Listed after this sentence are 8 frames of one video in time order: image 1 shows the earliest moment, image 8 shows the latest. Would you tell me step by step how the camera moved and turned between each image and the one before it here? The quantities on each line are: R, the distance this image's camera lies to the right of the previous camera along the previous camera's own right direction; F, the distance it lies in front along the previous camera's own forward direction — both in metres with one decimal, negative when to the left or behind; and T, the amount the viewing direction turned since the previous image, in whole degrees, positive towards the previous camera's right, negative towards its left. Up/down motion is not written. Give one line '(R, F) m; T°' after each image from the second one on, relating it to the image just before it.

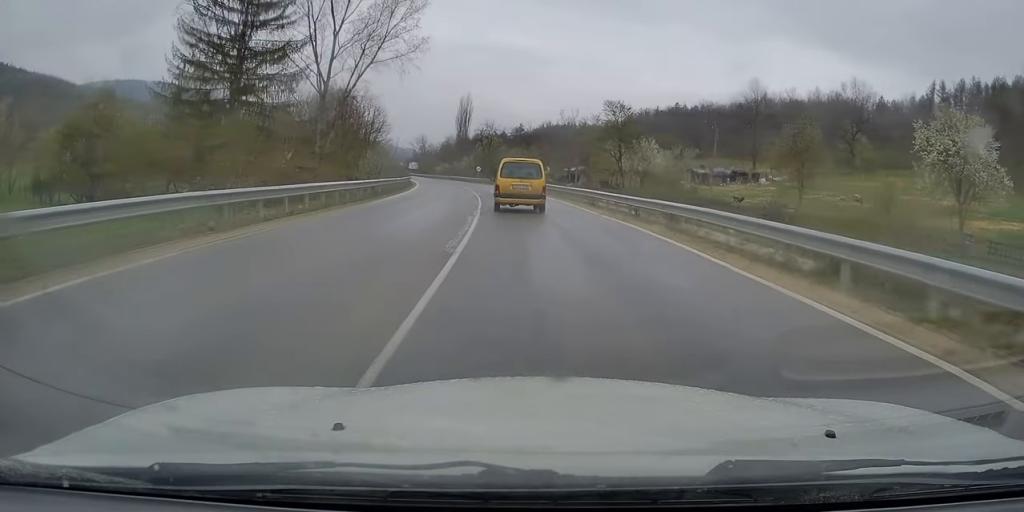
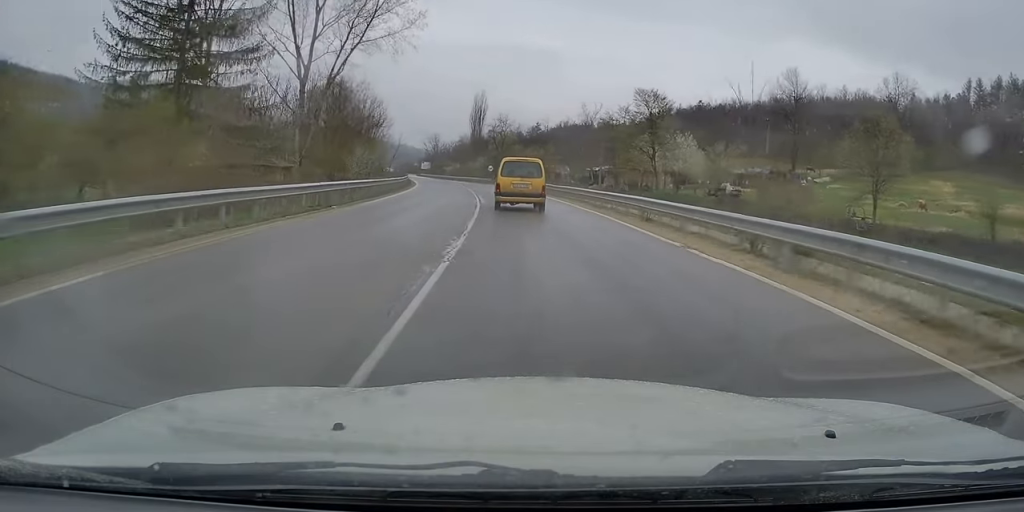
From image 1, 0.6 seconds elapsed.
(+0.1, +10.0) m; -2°
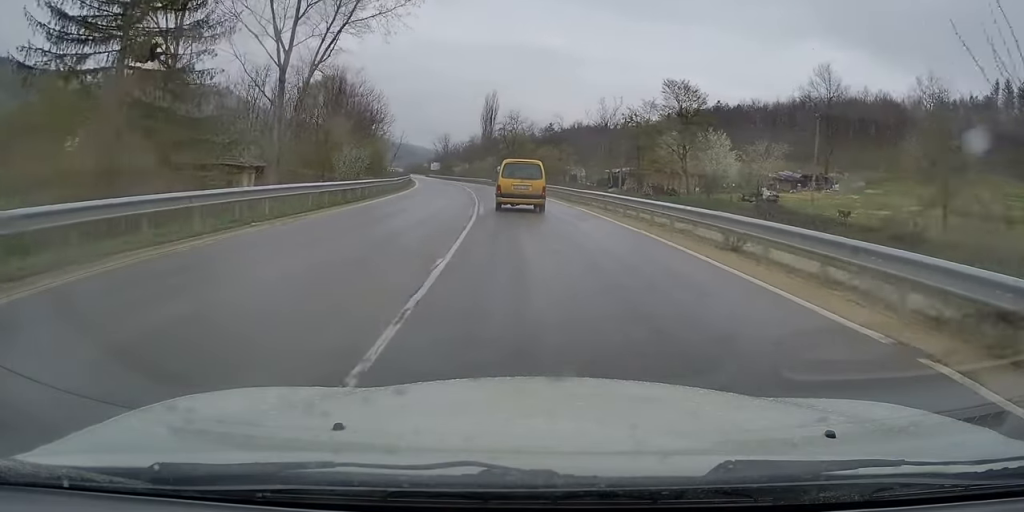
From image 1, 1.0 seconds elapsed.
(-0.3, +7.2) m; -1°
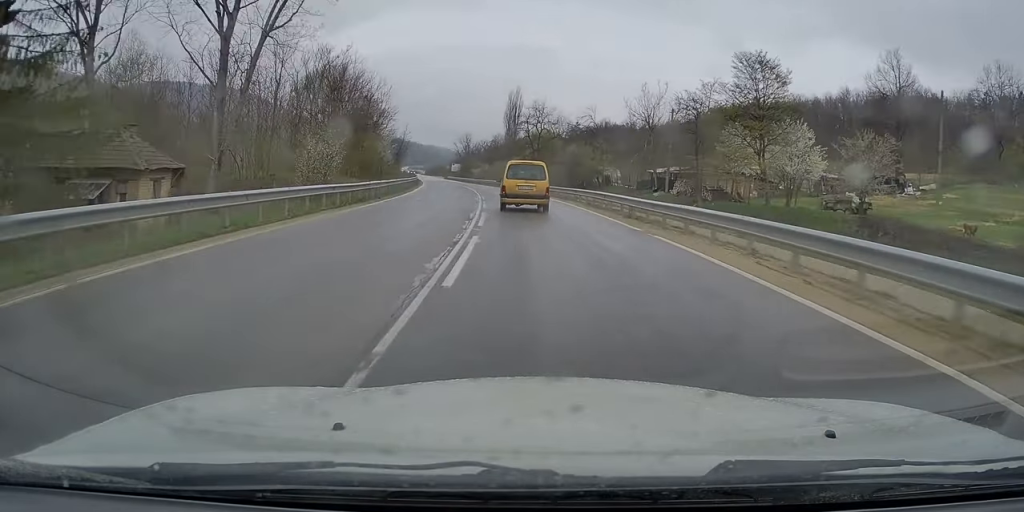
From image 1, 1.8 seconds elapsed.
(-0.4, +12.7) m; -2°
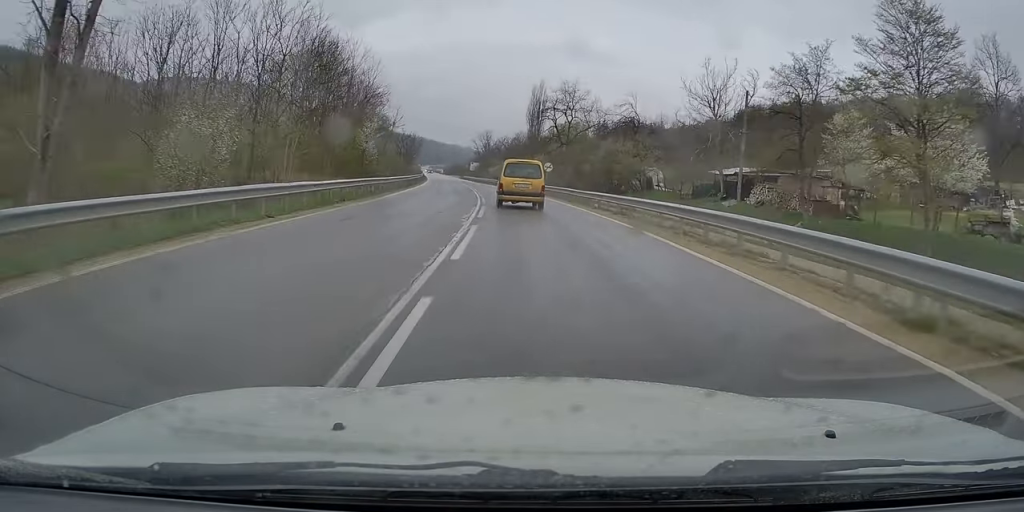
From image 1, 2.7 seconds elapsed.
(-0.1, +15.5) m; 0°
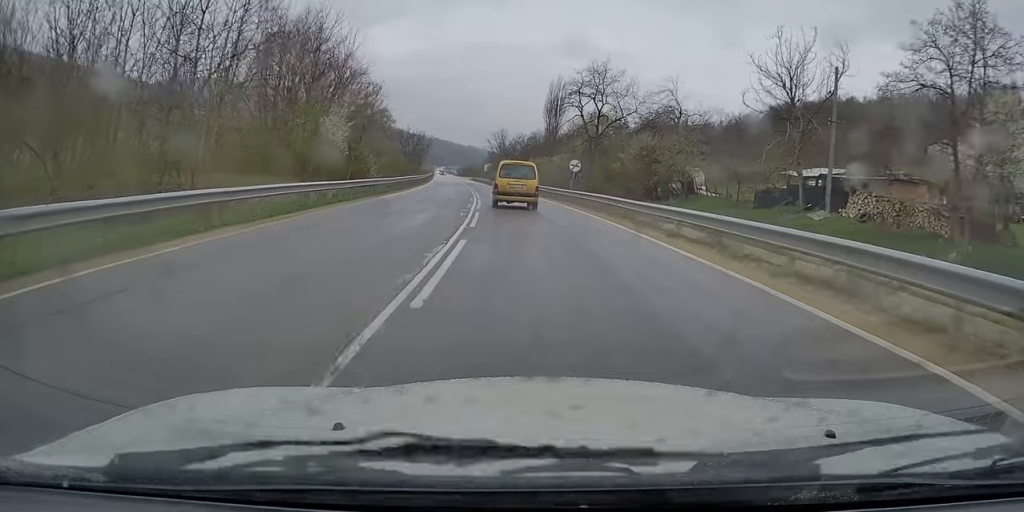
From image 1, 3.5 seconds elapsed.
(+0.1, +12.3) m; -2°
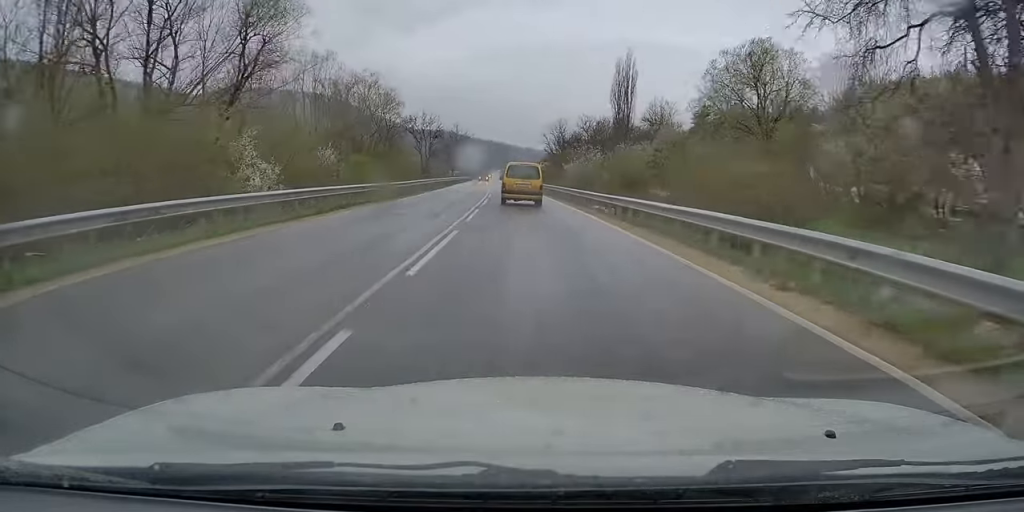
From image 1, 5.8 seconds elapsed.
(-2.3, +39.3) m; -4°
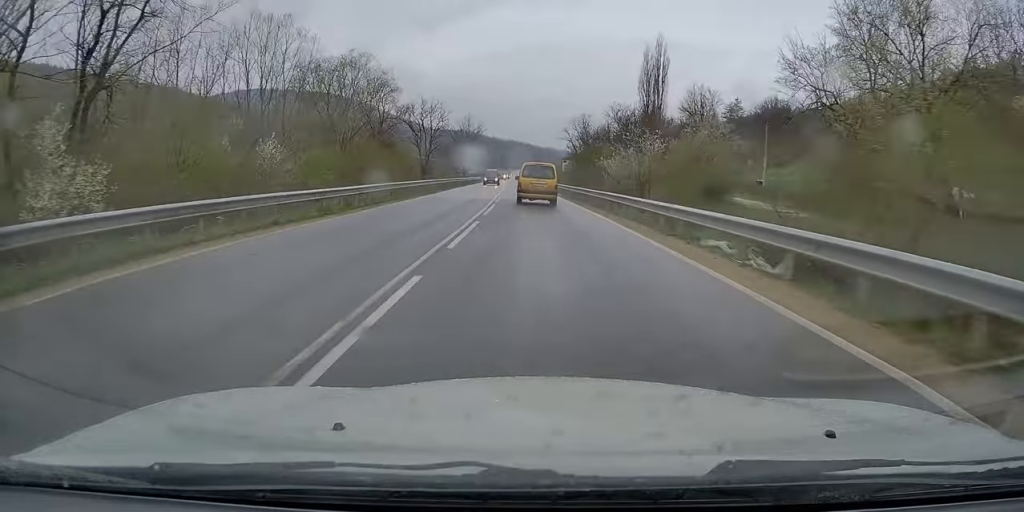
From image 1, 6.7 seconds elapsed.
(0.0, +14.9) m; -1°
